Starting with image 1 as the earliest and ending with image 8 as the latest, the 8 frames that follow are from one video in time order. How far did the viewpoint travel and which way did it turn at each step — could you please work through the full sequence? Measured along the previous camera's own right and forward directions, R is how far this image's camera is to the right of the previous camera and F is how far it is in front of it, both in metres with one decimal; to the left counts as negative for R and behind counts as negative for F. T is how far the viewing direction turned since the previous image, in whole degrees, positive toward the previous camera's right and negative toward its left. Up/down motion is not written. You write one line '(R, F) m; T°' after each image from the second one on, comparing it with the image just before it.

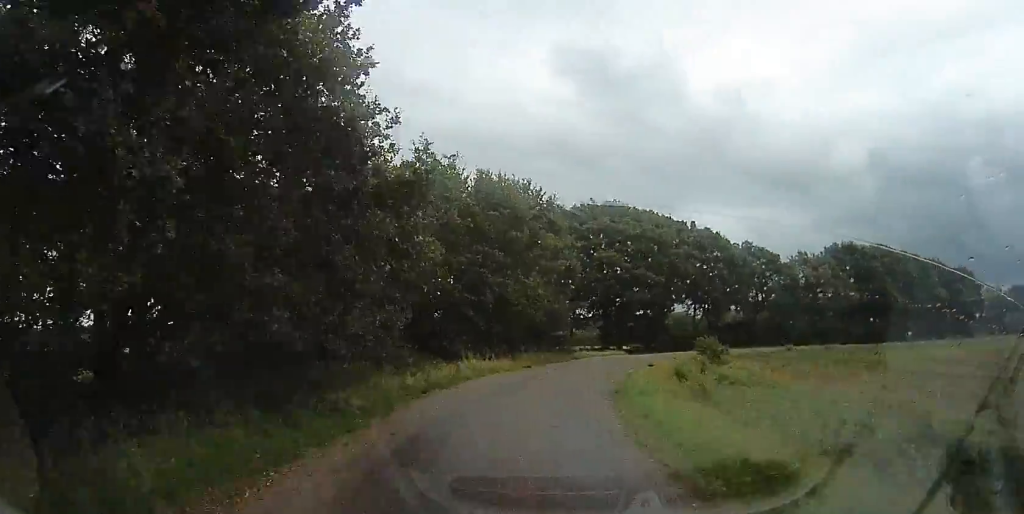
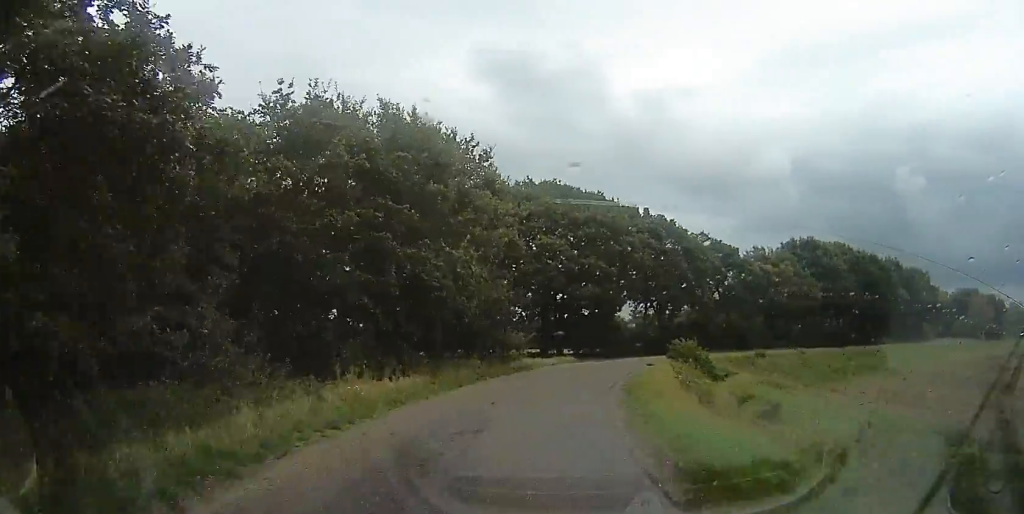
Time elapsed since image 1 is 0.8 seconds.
(+0.4, +9.6) m; +8°
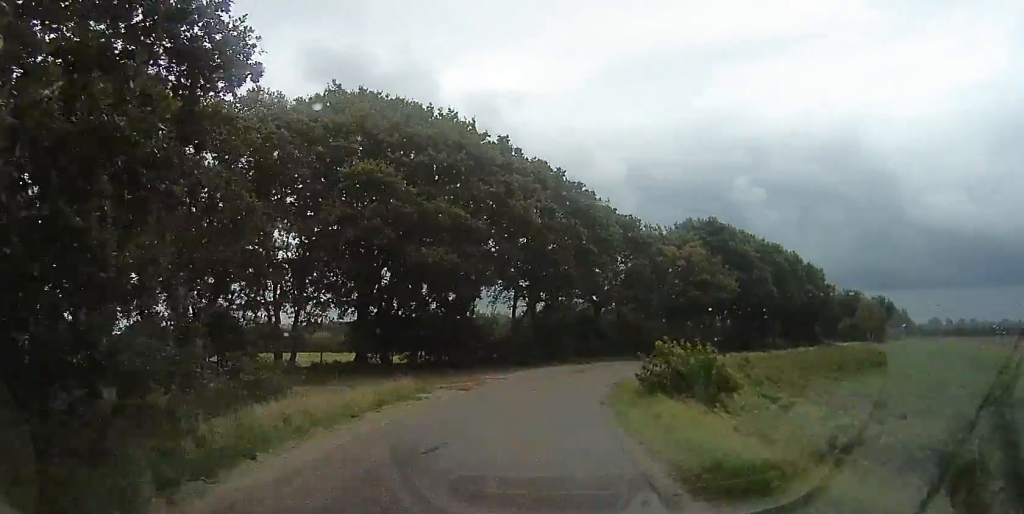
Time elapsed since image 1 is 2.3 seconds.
(+3.5, +19.4) m; +22°
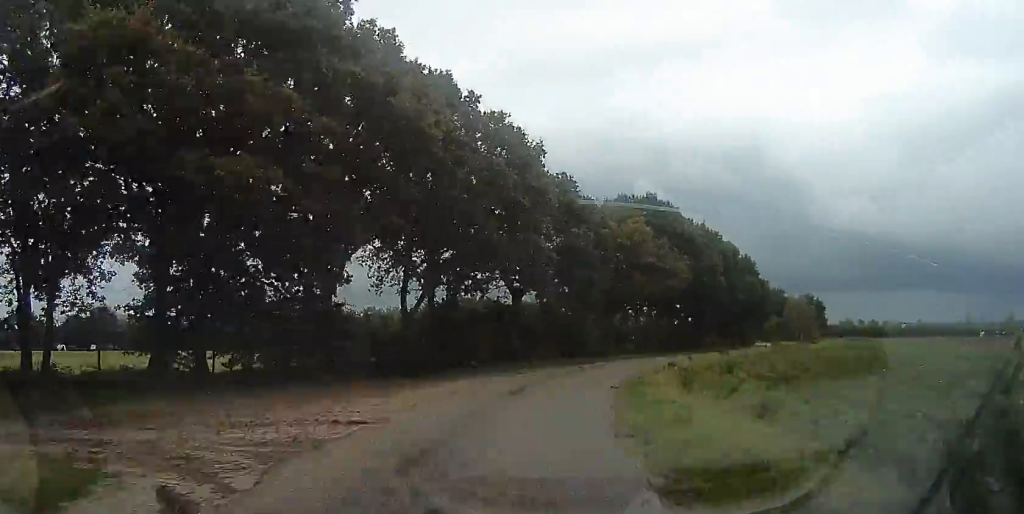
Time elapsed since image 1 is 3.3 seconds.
(+1.5, +12.1) m; +8°
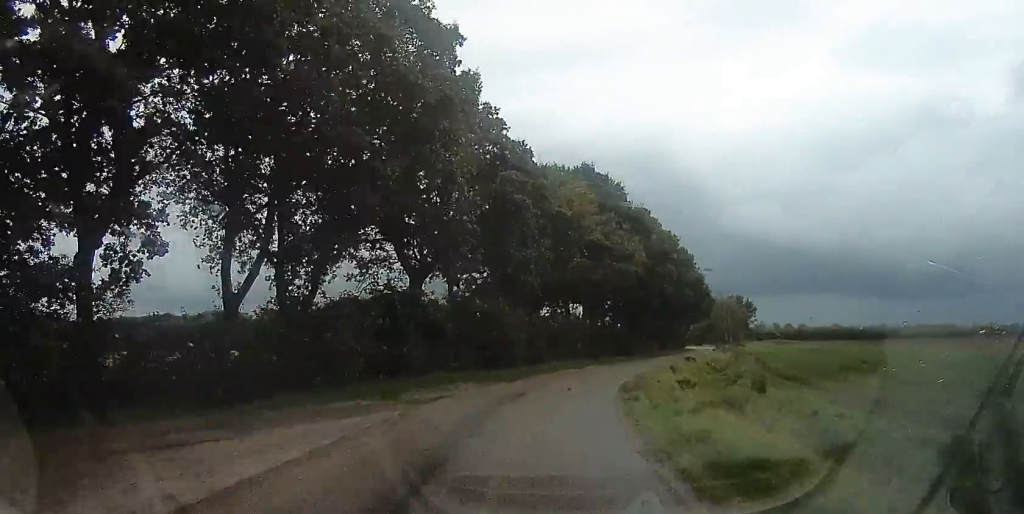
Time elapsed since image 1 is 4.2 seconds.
(+0.3, +11.3) m; +7°
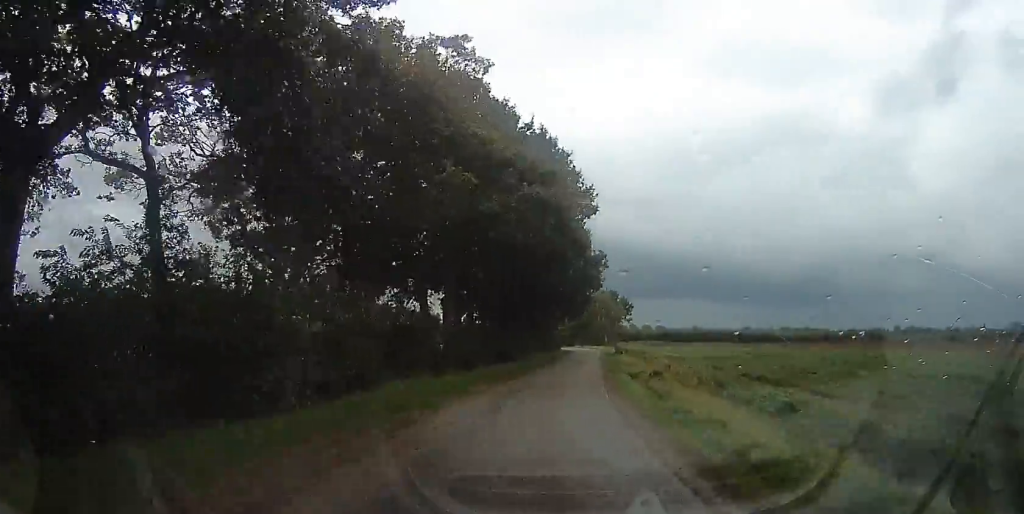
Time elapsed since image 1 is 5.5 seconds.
(+2.0, +17.1) m; +11°
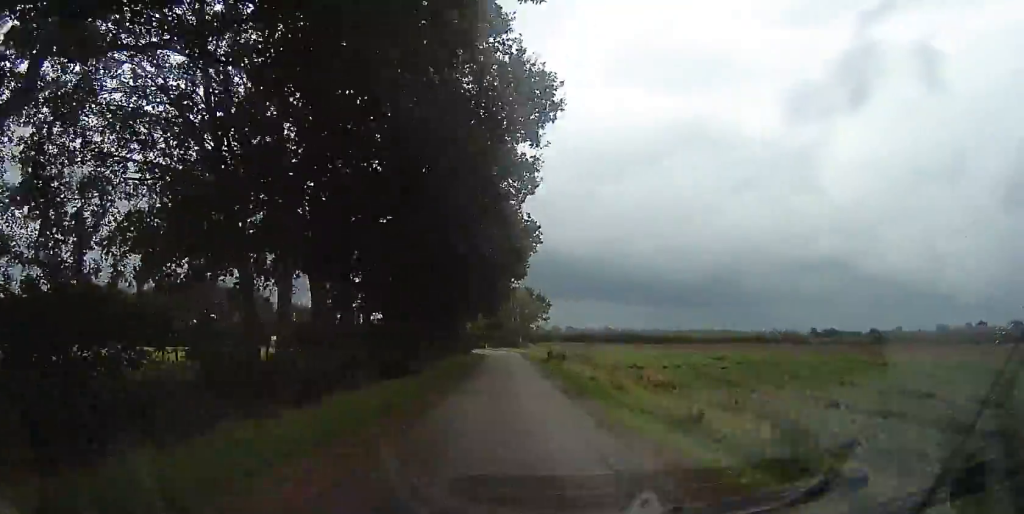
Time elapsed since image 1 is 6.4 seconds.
(+0.1, +13.2) m; +9°
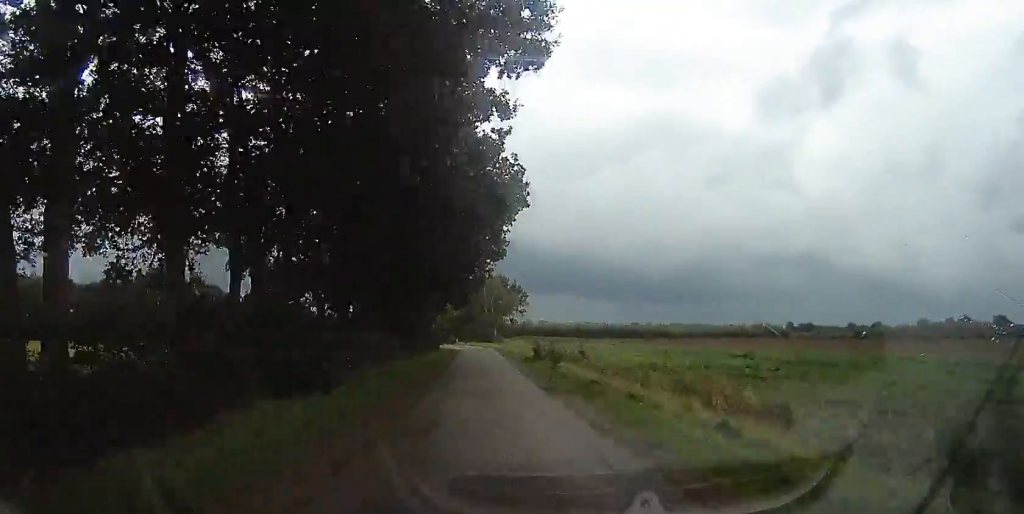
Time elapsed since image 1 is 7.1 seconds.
(+1.2, +8.7) m; +5°
